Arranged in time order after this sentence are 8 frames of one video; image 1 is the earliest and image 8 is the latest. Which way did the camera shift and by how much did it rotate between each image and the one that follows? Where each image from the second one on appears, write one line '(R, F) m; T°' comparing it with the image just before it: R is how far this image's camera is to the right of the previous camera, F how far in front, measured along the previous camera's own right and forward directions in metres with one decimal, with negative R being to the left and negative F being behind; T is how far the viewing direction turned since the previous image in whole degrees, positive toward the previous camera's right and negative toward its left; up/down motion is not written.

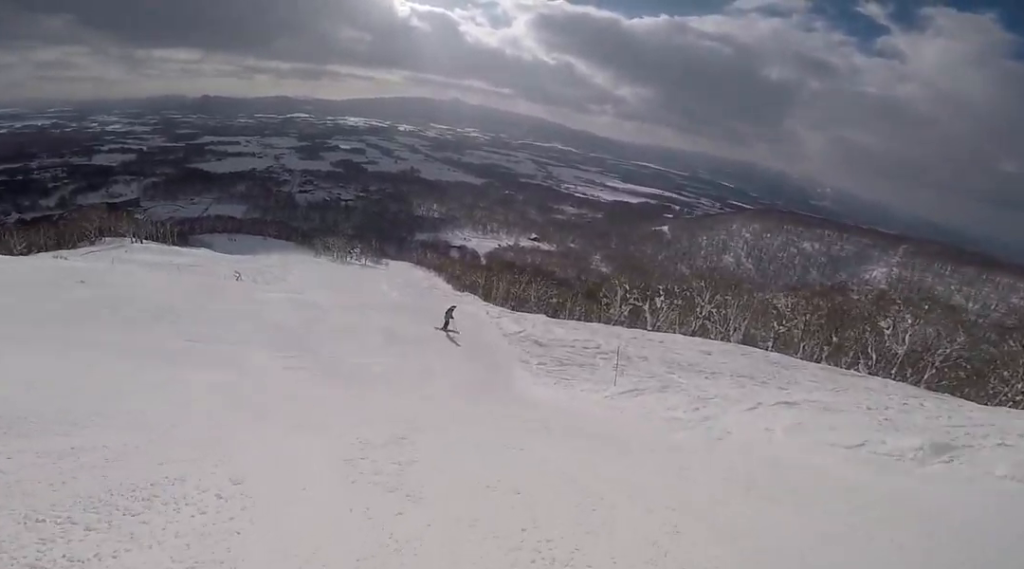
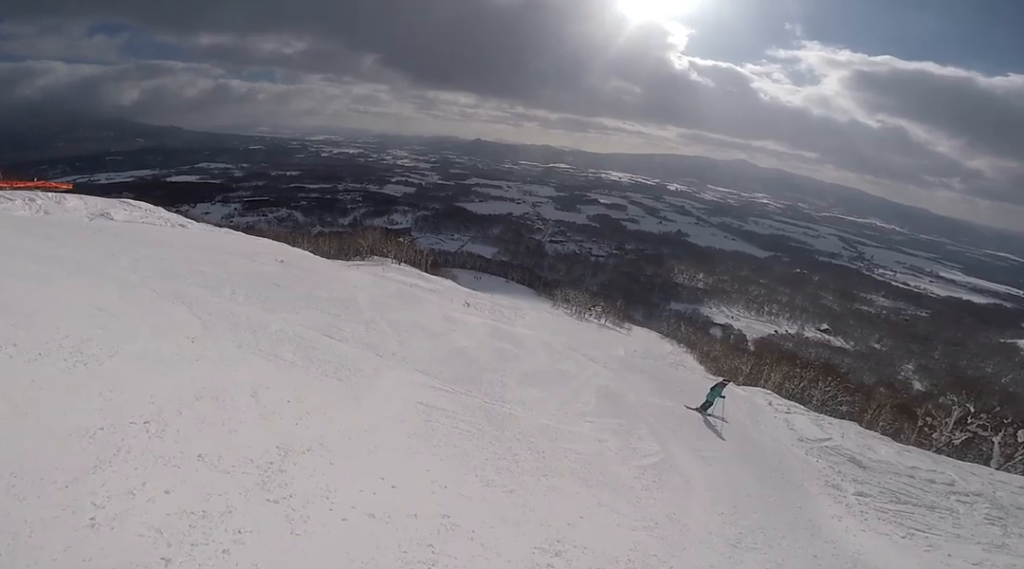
(-2.0, +4.4) m; -33°
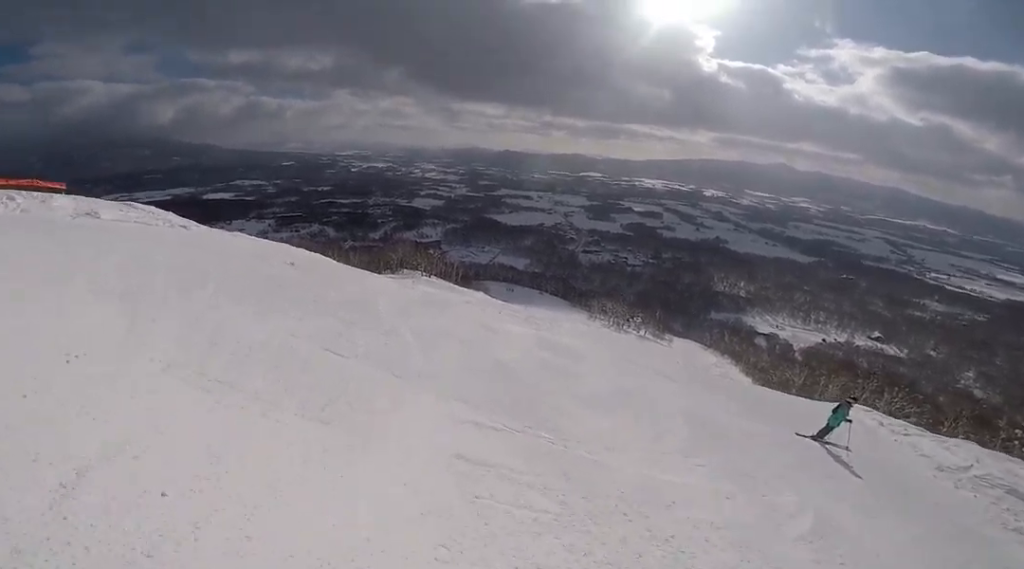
(-0.2, +2.5) m; -9°
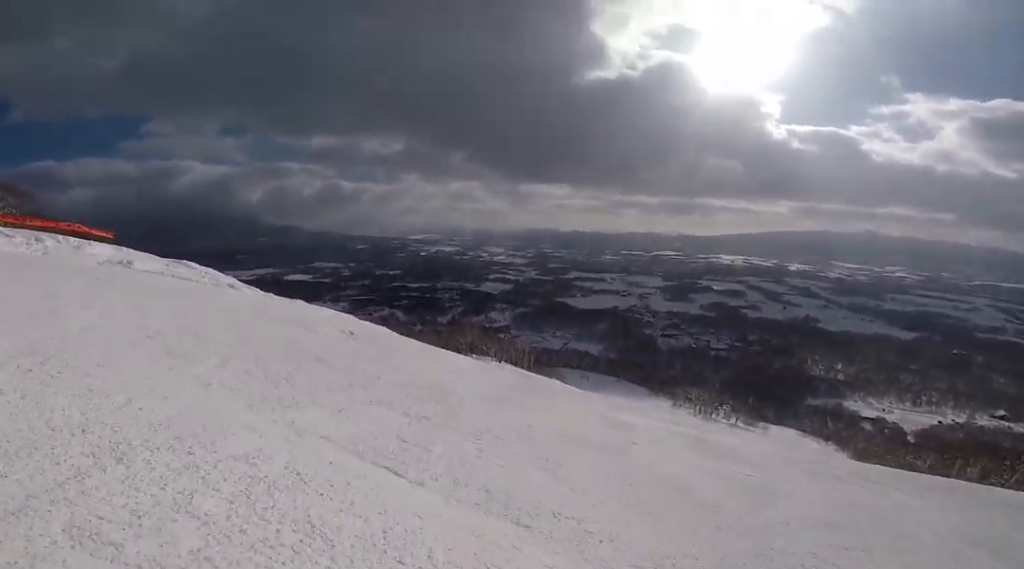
(-0.3, +3.0) m; -12°
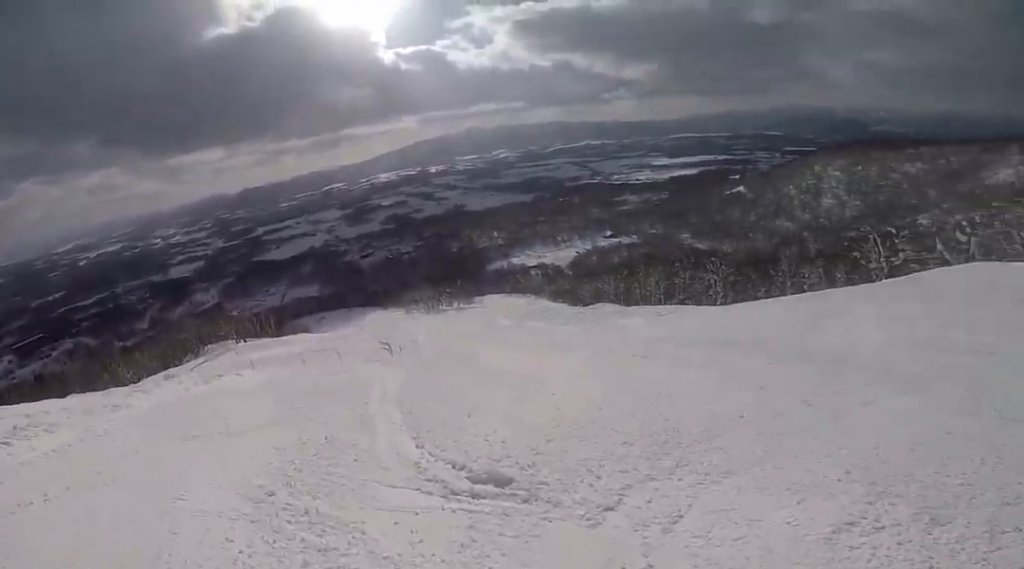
(-1.3, +10.7) m; +50°
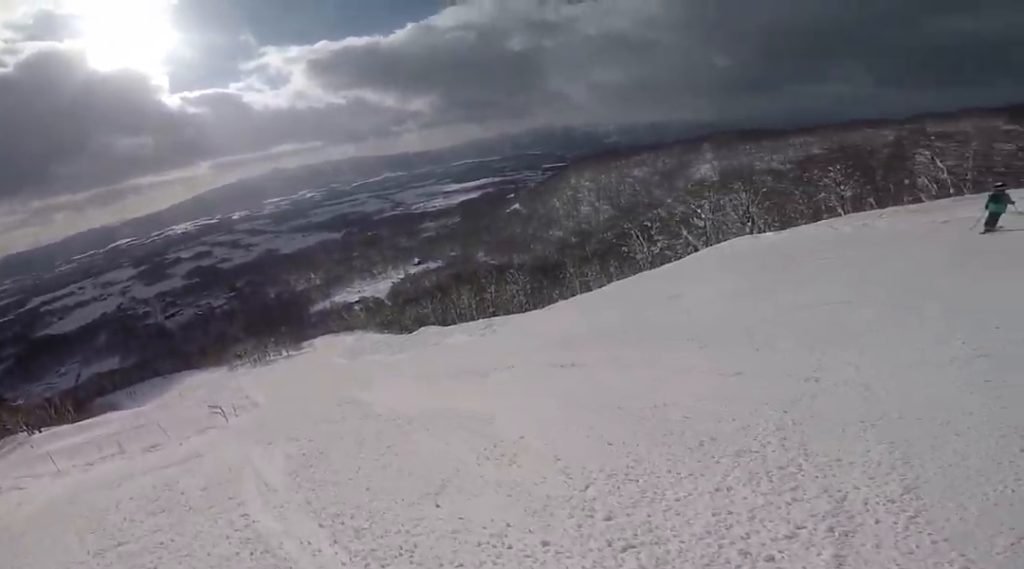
(+0.7, +1.7) m; +26°
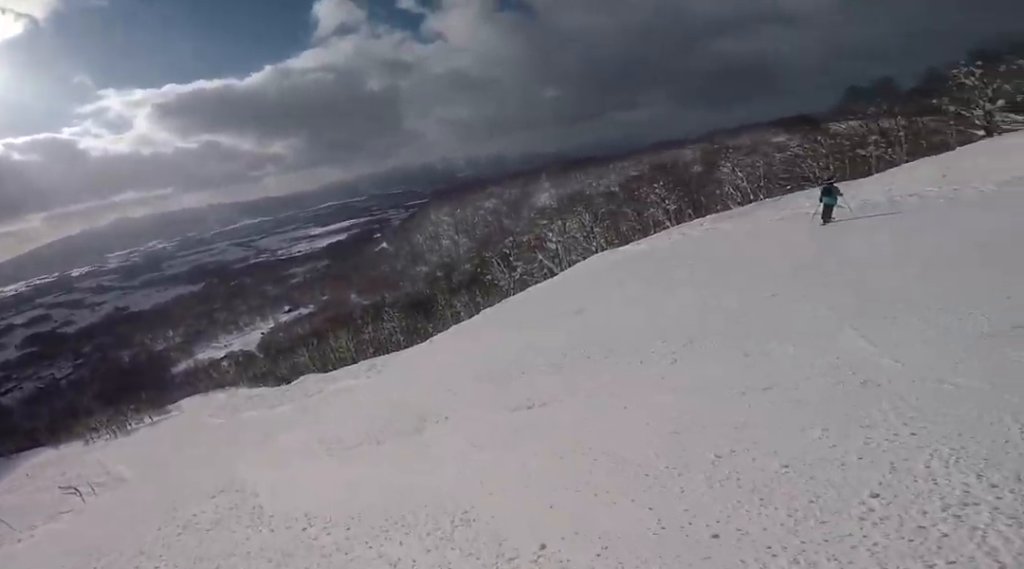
(+0.6, +1.8) m; +17°
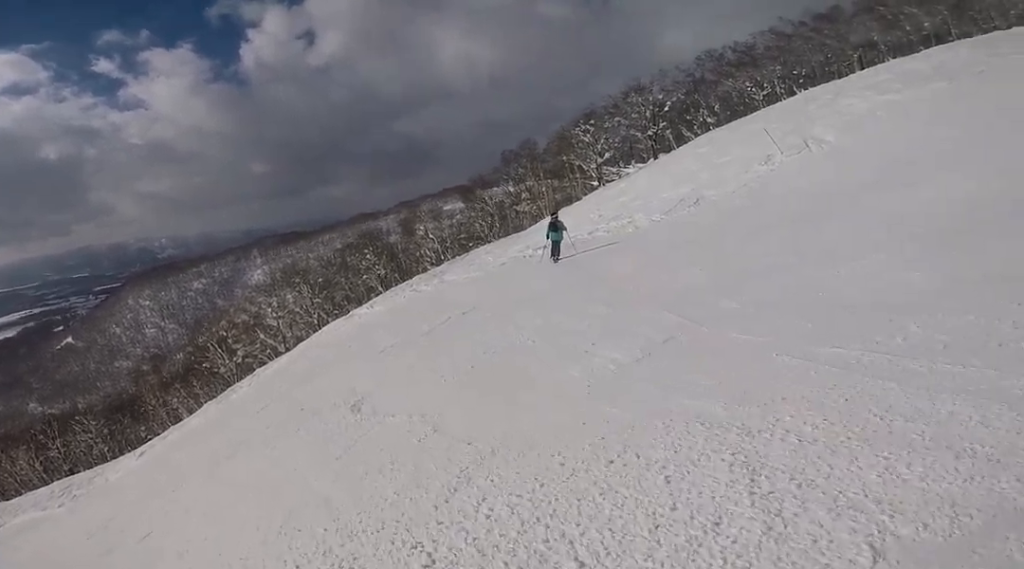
(+1.0, +4.1) m; +27°
